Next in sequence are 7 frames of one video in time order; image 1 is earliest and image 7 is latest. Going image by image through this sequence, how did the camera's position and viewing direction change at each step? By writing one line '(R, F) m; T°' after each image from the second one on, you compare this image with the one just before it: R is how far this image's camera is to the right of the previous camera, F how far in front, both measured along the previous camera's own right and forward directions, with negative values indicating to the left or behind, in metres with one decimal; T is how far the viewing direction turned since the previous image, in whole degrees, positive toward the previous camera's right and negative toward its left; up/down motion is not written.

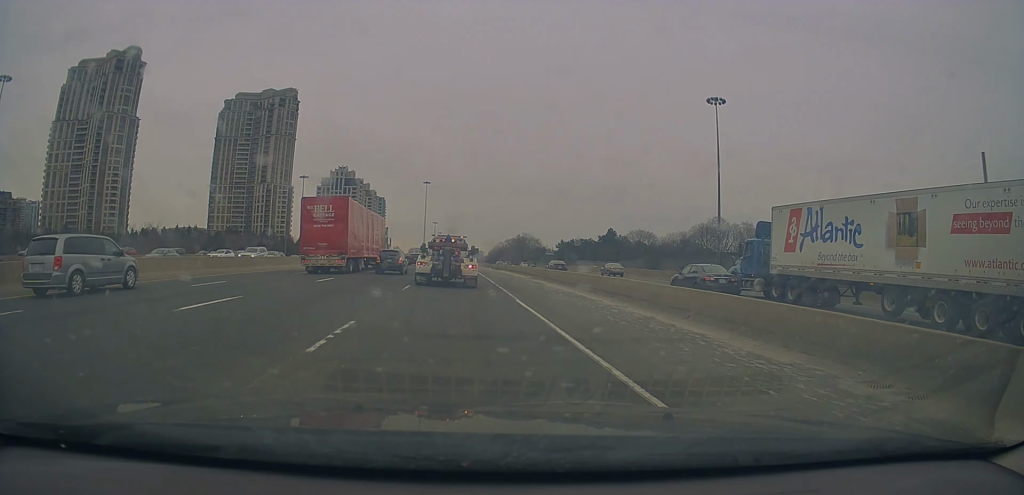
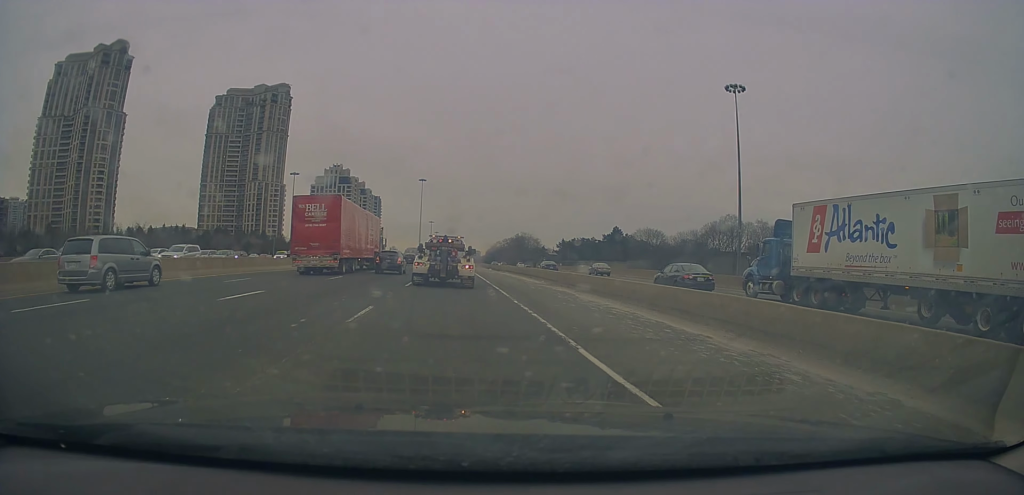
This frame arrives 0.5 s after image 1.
(-0.3, +9.2) m; 0°
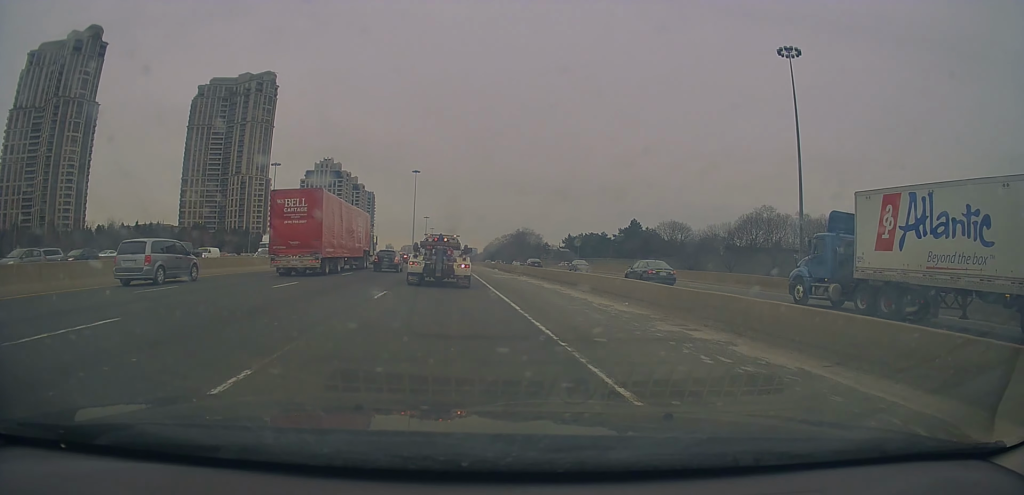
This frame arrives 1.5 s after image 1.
(-0.1, +19.6) m; +1°
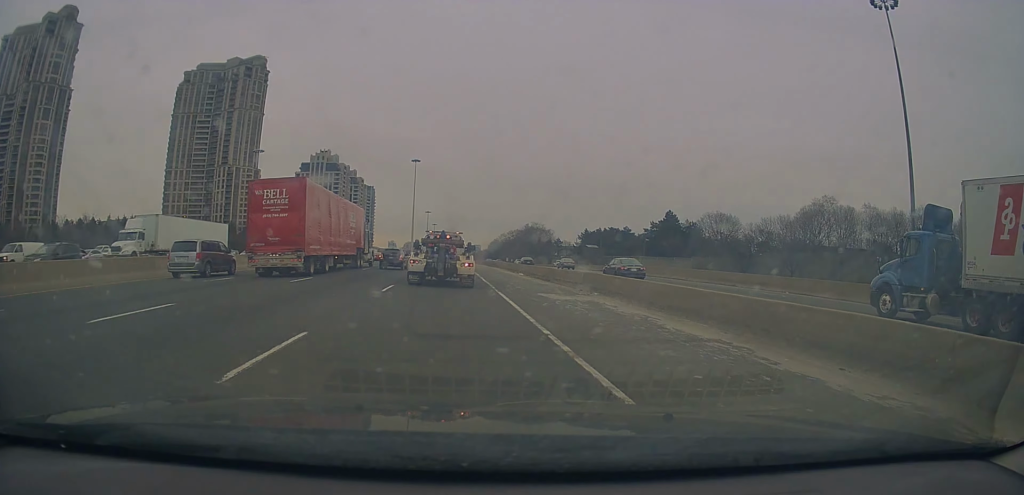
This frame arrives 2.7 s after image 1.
(+0.4, +21.6) m; 0°
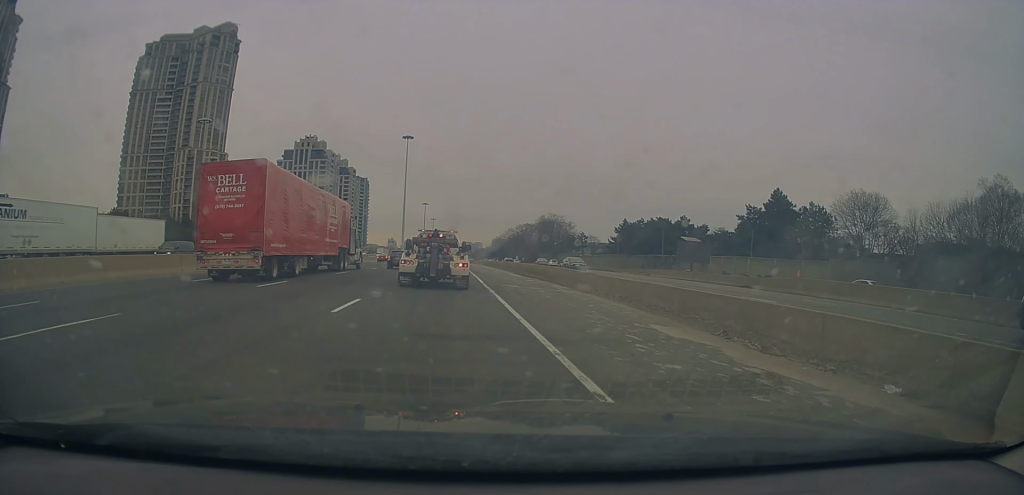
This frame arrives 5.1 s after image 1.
(+0.1, +48.2) m; +1°
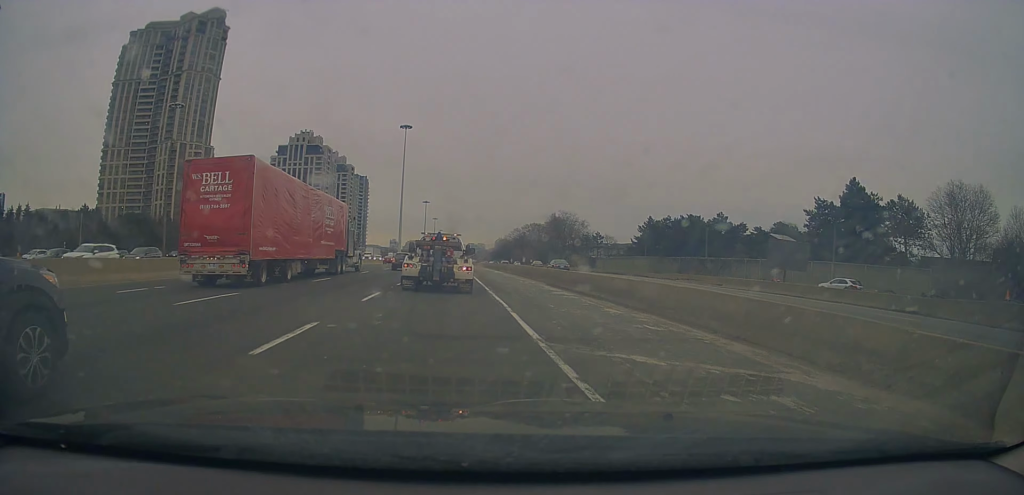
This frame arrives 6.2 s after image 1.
(-0.5, +20.6) m; 0°
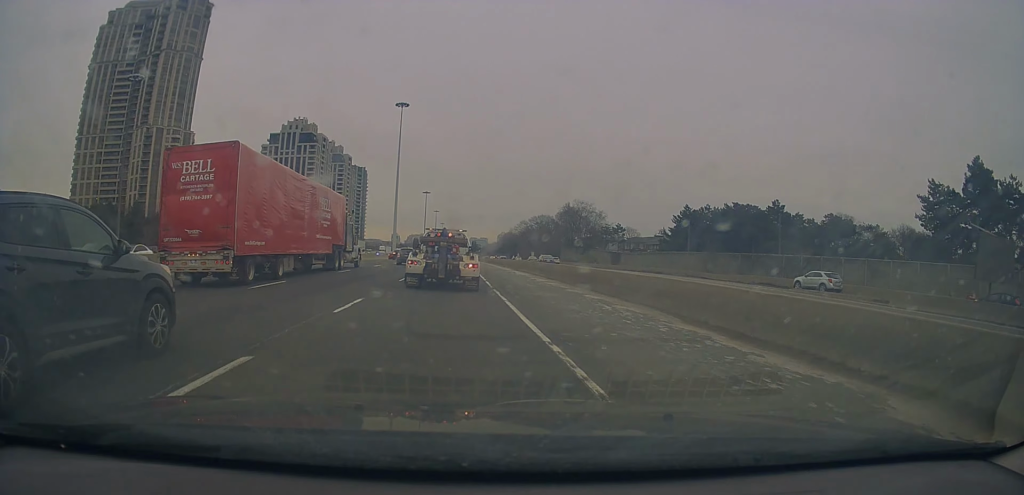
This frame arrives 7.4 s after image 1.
(+0.5, +24.2) m; 0°
